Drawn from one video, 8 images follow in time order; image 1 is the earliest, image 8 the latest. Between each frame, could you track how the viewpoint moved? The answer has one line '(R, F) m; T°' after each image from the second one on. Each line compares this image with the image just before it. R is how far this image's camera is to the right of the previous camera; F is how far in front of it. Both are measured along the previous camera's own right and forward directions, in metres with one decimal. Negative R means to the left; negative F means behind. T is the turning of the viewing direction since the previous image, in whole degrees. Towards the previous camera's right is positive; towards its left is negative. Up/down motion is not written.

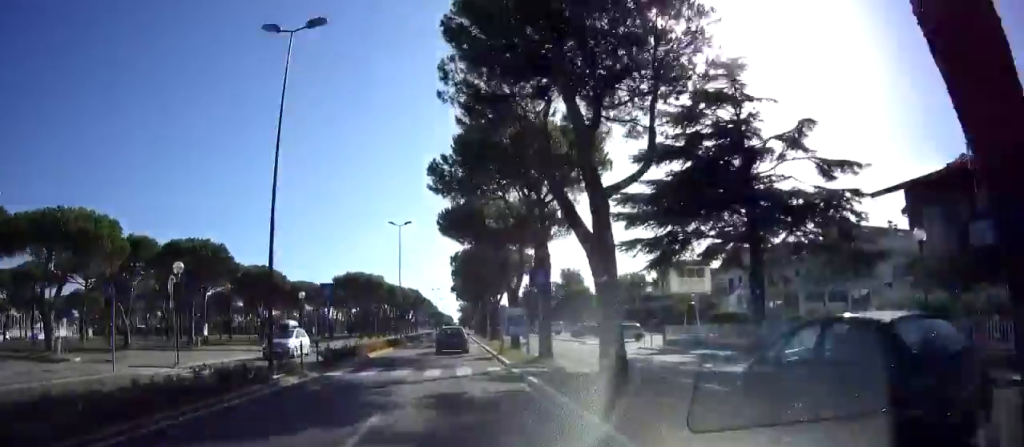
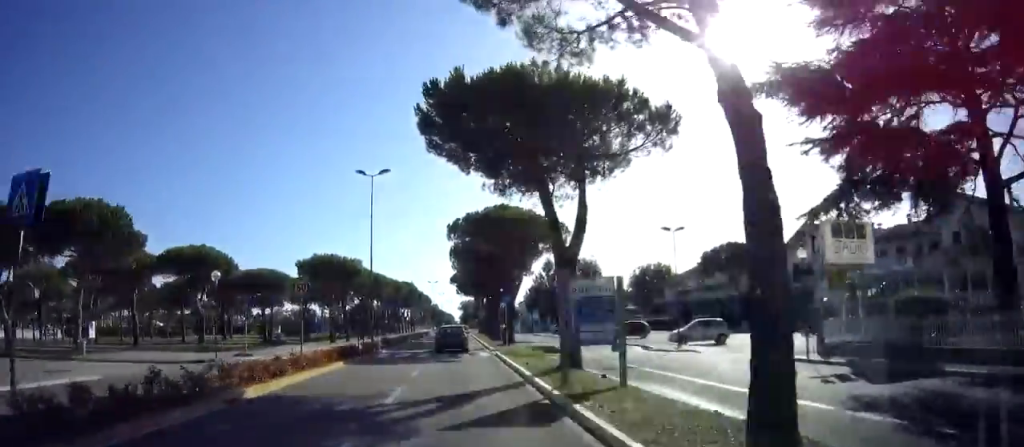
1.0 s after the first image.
(-0.2, +15.0) m; 0°
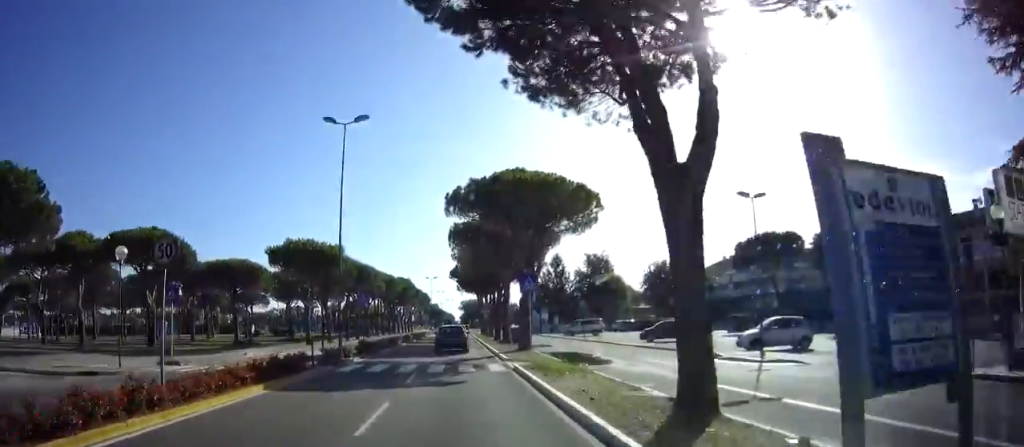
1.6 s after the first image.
(-0.1, +8.7) m; +1°
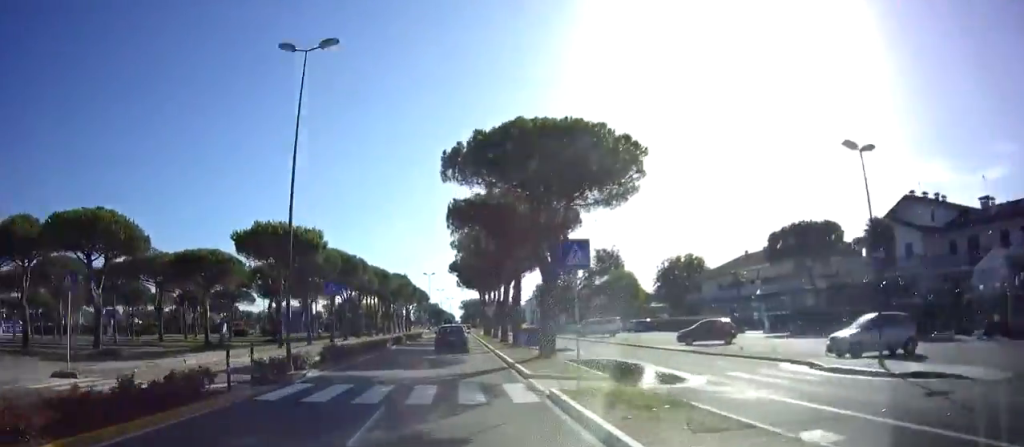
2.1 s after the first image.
(+0.4, +6.7) m; 0°
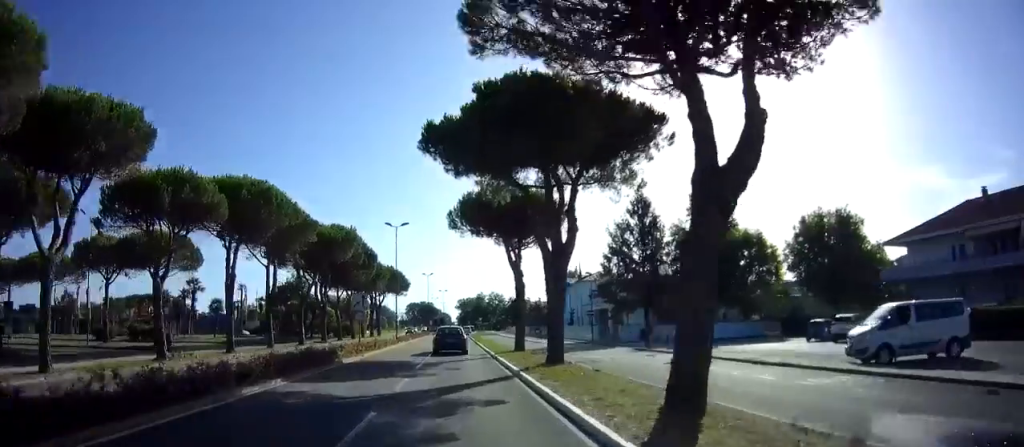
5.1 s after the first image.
(-1.6, +42.9) m; -1°
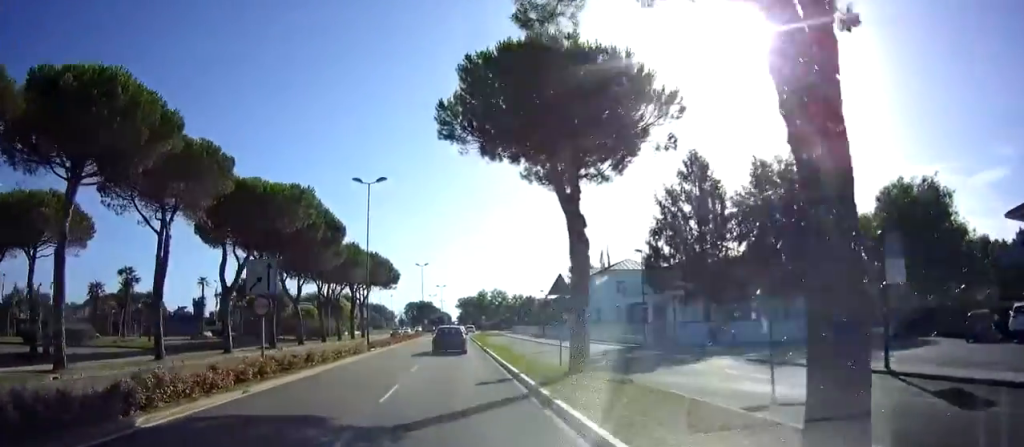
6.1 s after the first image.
(+0.1, +13.7) m; 0°
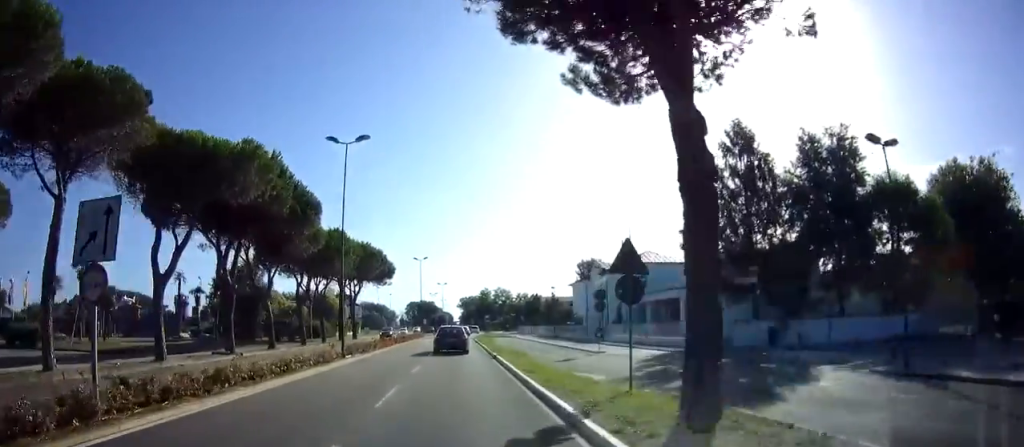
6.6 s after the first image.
(0.0, +7.0) m; 0°
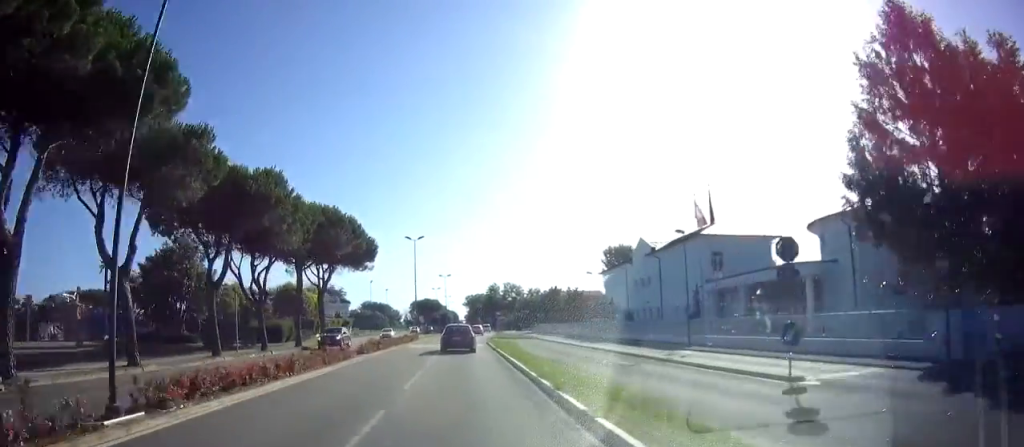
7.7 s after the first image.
(0.0, +16.2) m; 0°
